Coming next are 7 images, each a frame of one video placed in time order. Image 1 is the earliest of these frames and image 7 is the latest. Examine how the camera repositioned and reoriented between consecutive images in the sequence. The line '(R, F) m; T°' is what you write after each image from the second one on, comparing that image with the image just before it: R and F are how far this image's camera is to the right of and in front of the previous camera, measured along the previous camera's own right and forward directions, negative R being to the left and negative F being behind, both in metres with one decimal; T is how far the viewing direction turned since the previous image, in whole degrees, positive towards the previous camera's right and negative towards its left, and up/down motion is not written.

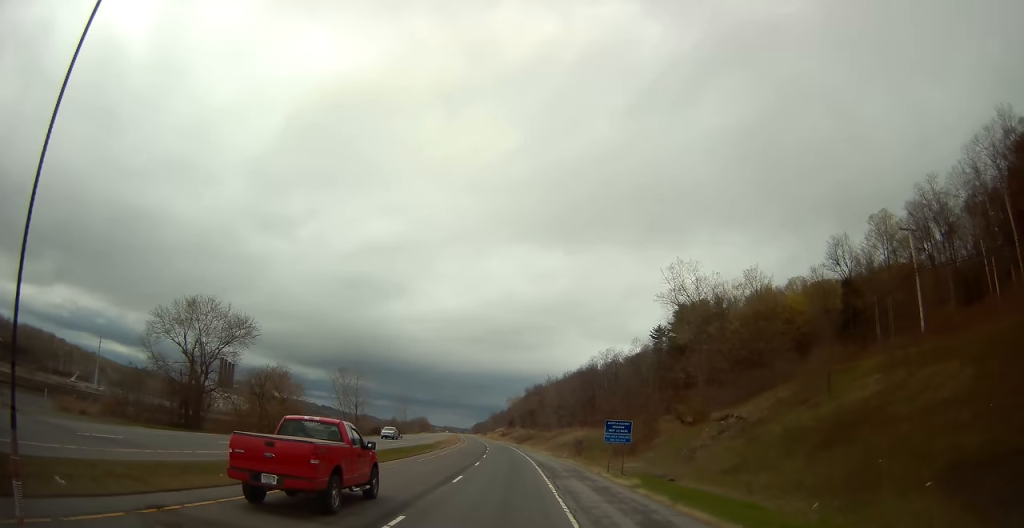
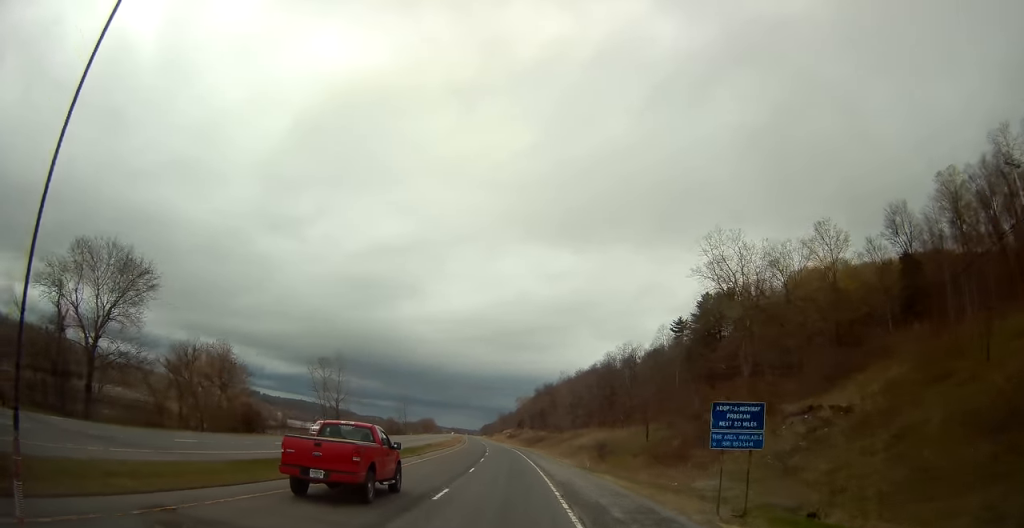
(-0.2, +17.7) m; -1°
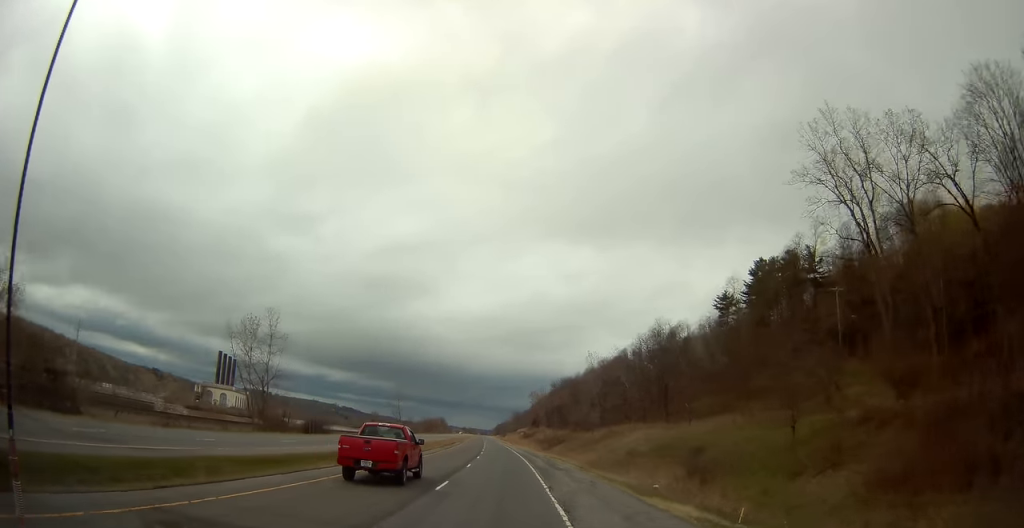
(-0.4, +33.8) m; -2°
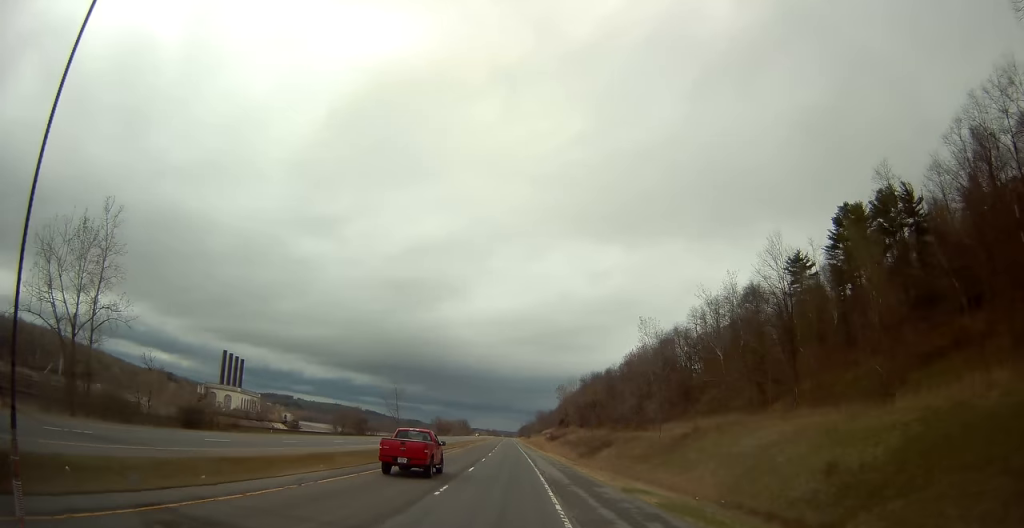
(-0.4, +36.4) m; -1°
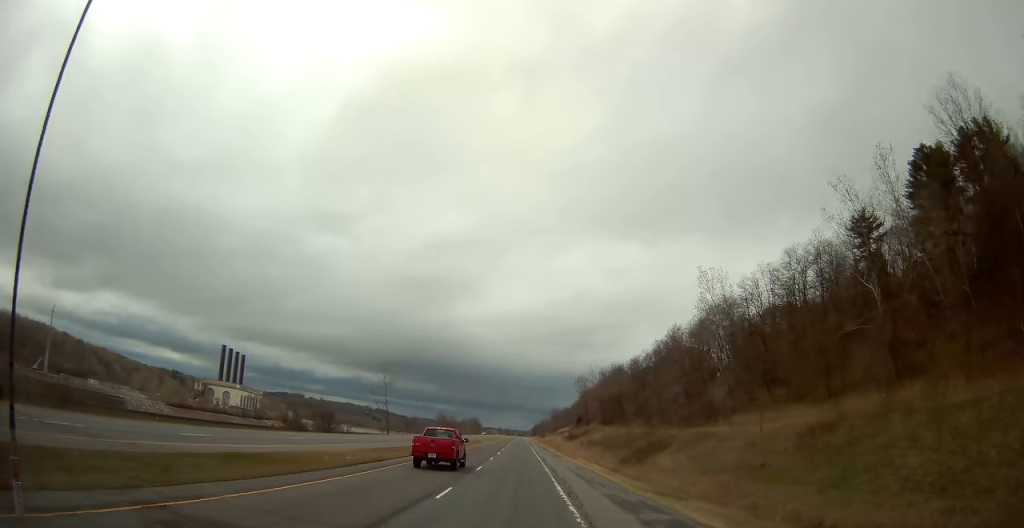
(-0.4, +26.2) m; -2°
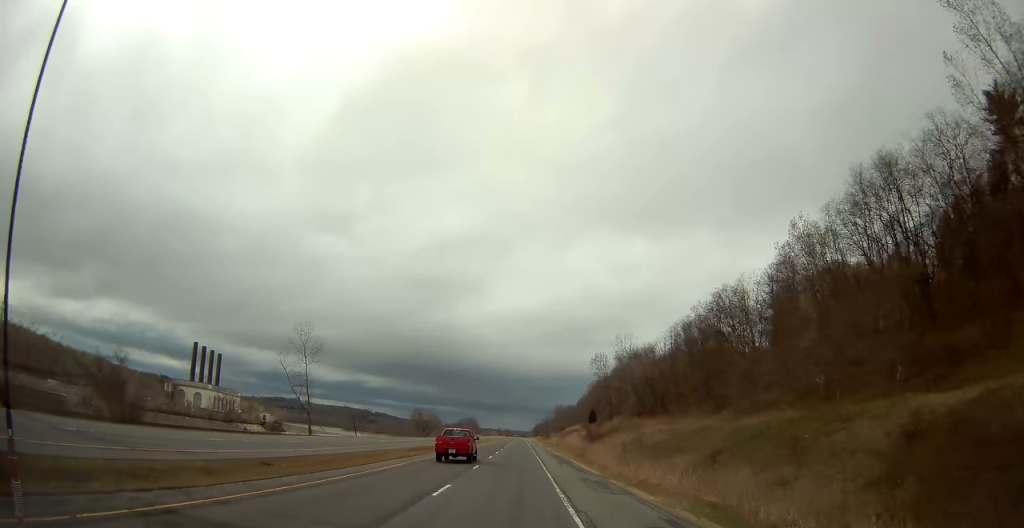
(-0.8, +48.5) m; -1°
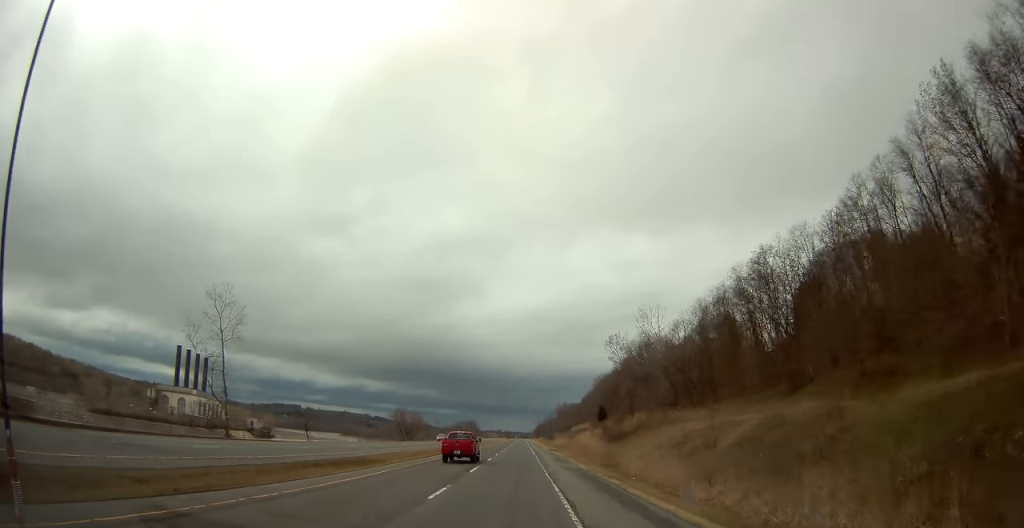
(-0.1, +24.7) m; 0°
